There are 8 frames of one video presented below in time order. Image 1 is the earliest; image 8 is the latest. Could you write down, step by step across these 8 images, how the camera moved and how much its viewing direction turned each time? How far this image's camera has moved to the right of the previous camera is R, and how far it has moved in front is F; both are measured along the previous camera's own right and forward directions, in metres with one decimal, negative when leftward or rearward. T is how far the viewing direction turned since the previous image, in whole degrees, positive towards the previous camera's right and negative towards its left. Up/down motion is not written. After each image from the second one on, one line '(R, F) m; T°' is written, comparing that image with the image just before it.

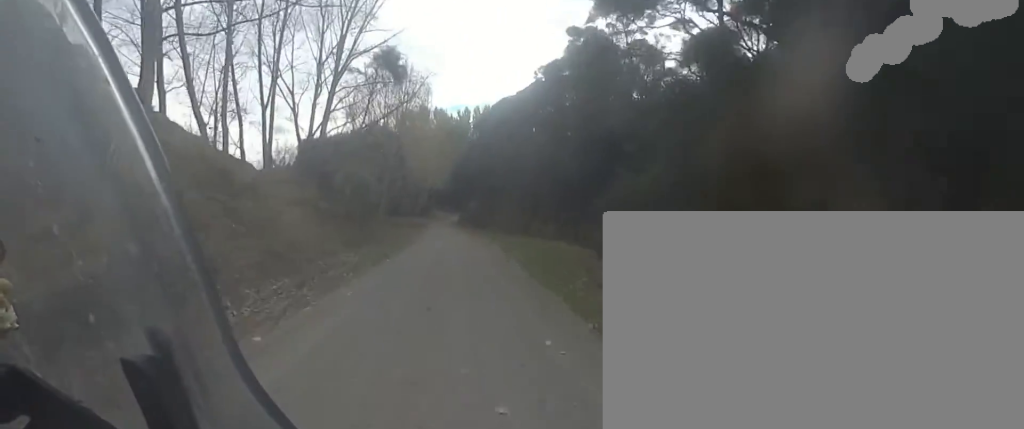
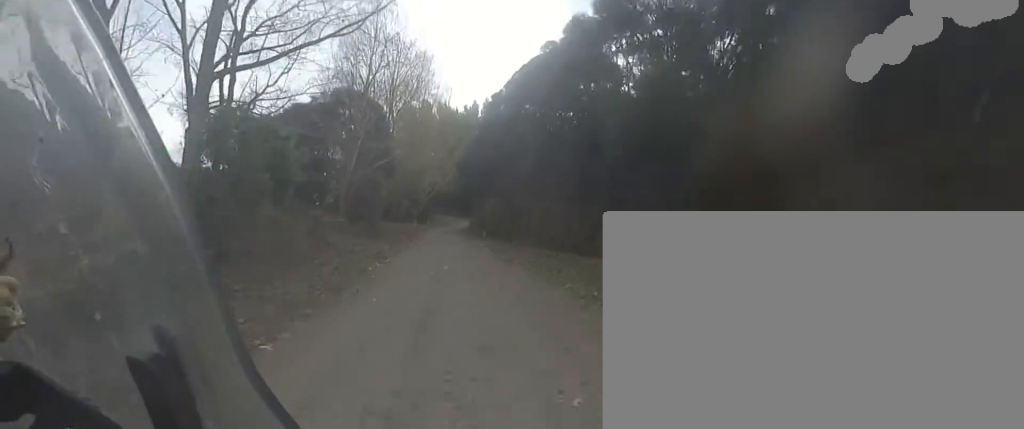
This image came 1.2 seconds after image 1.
(-0.2, +19.5) m; -4°
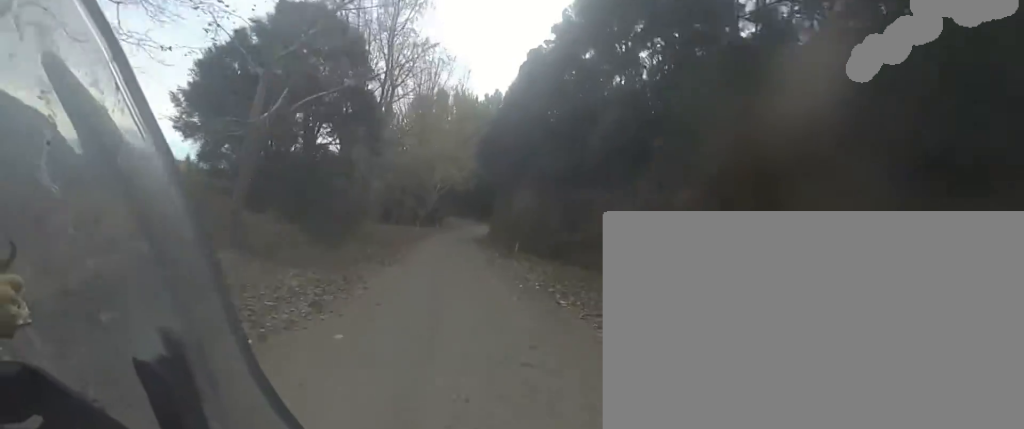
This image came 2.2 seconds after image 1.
(-0.9, +16.3) m; 0°
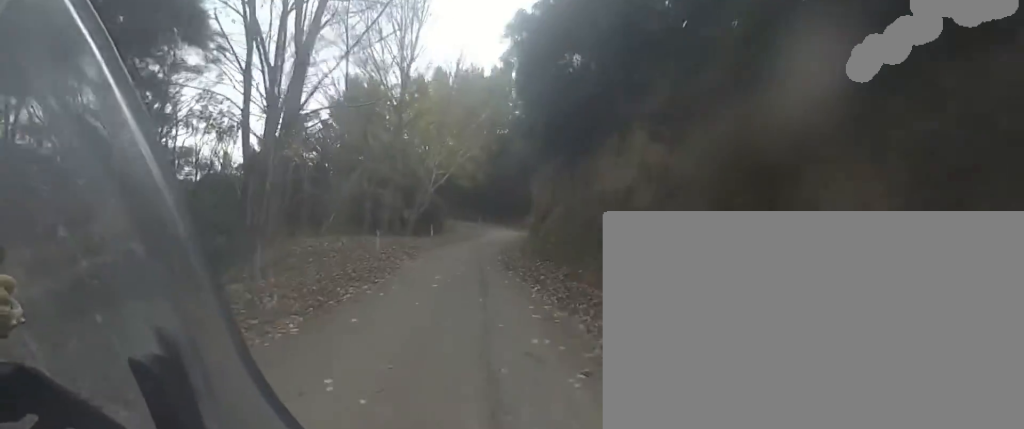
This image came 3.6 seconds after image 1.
(+1.4, +21.1) m; +4°
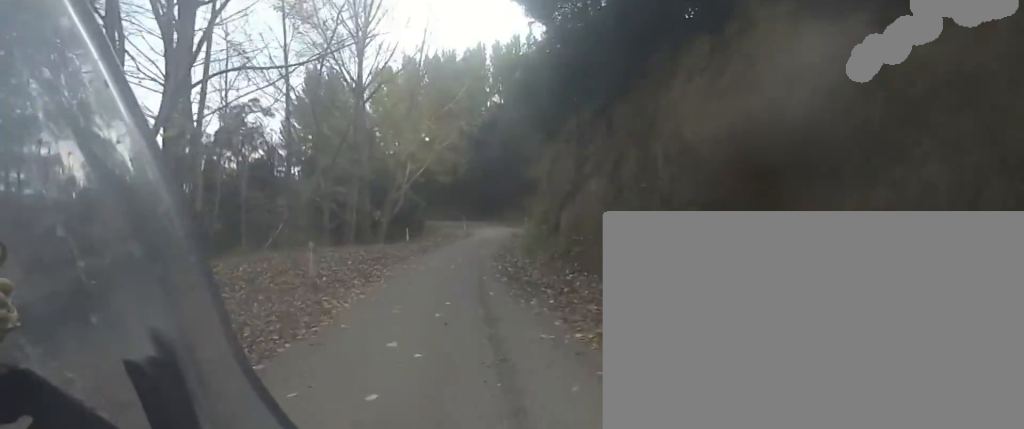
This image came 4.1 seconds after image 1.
(0.0, +6.3) m; 0°
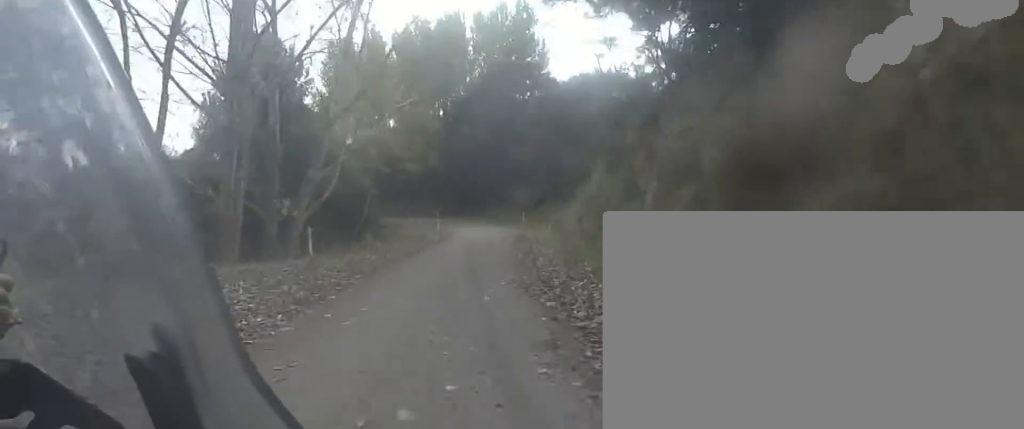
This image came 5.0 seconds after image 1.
(0.0, +13.1) m; +4°
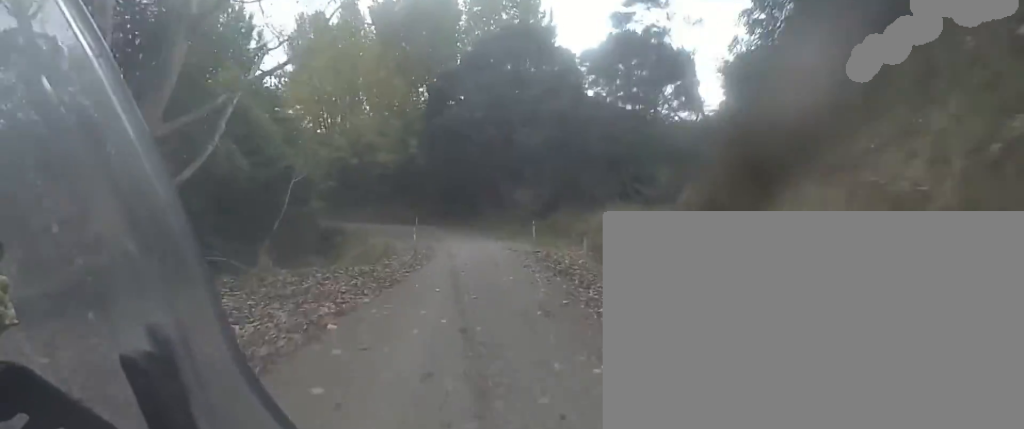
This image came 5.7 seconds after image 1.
(+0.6, +9.8) m; +1°
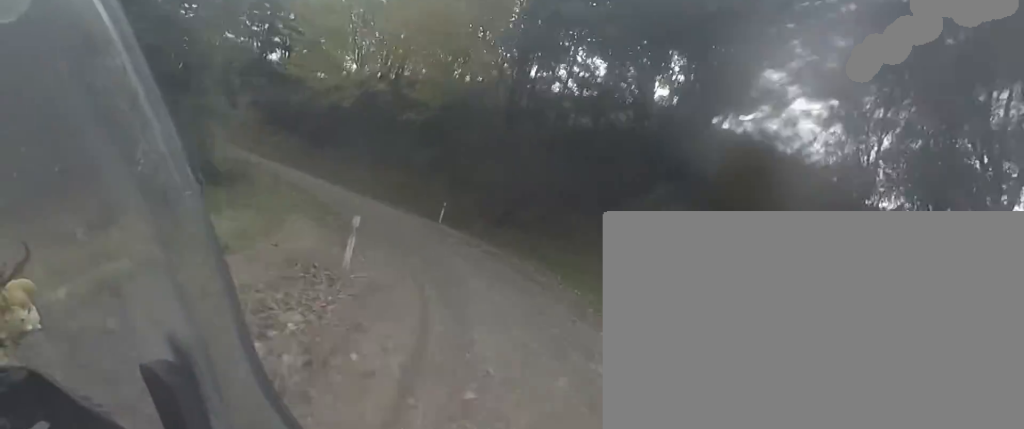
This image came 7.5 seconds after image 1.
(-1.9, +21.4) m; -16°
